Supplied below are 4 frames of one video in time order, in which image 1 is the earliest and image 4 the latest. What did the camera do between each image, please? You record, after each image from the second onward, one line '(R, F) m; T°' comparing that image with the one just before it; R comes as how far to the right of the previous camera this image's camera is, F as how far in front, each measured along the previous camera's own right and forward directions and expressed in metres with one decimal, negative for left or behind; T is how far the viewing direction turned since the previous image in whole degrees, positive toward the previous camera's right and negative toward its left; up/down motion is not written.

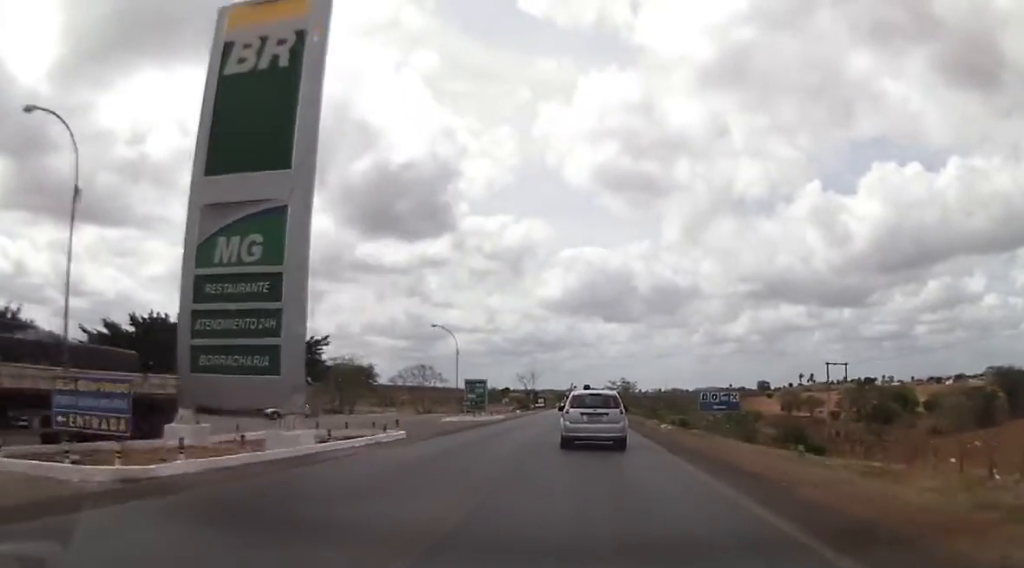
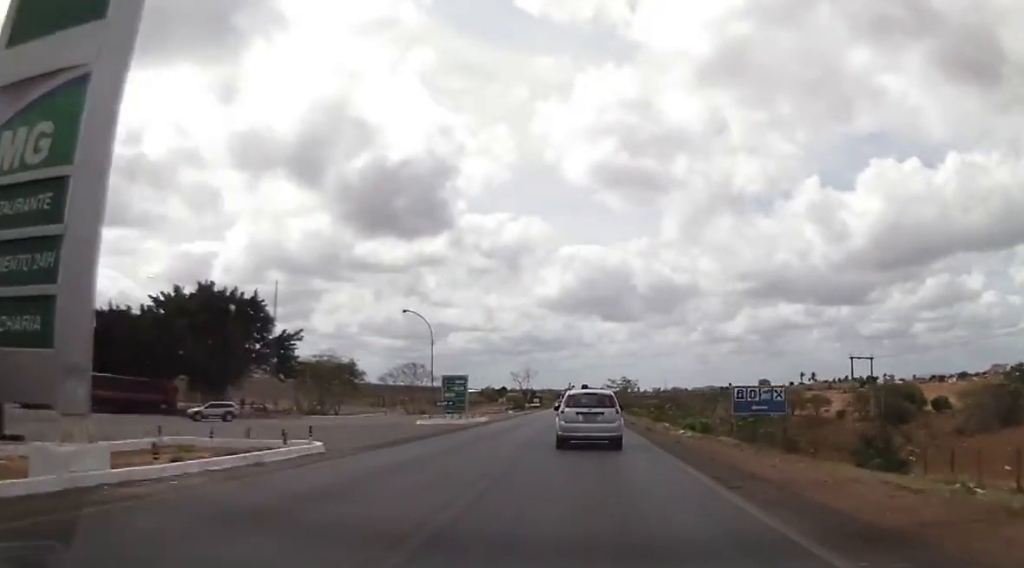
(+0.1, +8.6) m; +1°
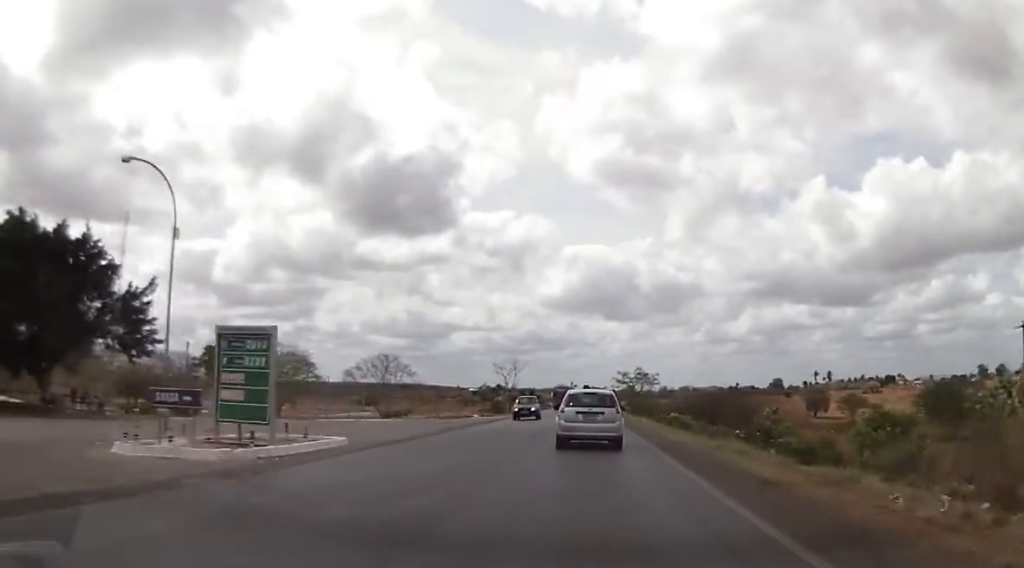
(+0.3, +32.2) m; +1°
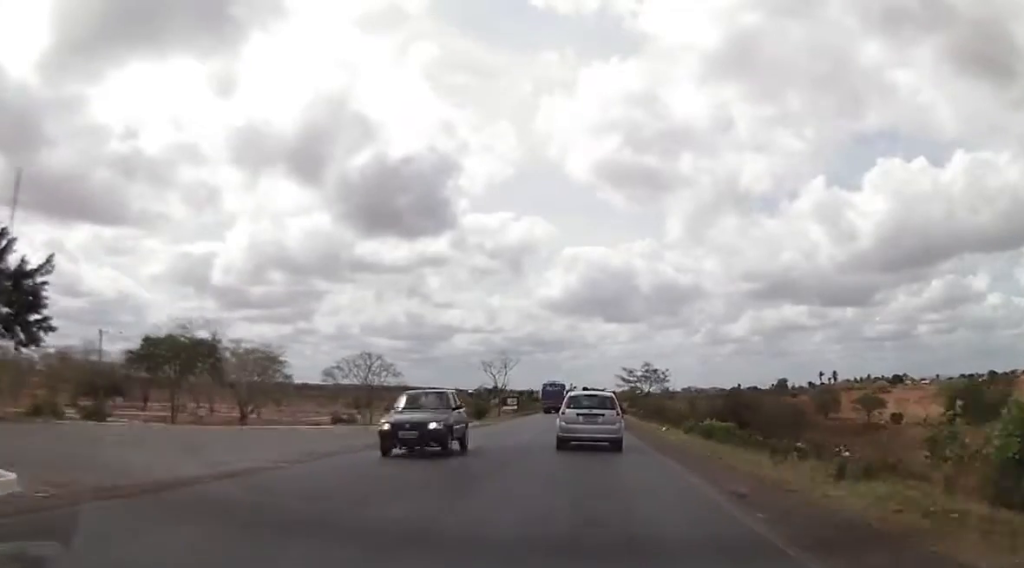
(0.0, +13.8) m; 0°
